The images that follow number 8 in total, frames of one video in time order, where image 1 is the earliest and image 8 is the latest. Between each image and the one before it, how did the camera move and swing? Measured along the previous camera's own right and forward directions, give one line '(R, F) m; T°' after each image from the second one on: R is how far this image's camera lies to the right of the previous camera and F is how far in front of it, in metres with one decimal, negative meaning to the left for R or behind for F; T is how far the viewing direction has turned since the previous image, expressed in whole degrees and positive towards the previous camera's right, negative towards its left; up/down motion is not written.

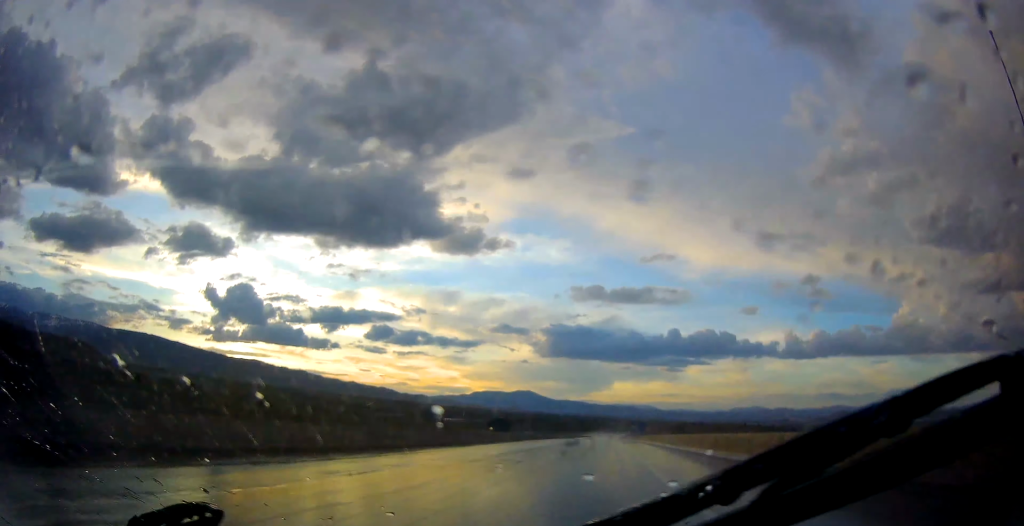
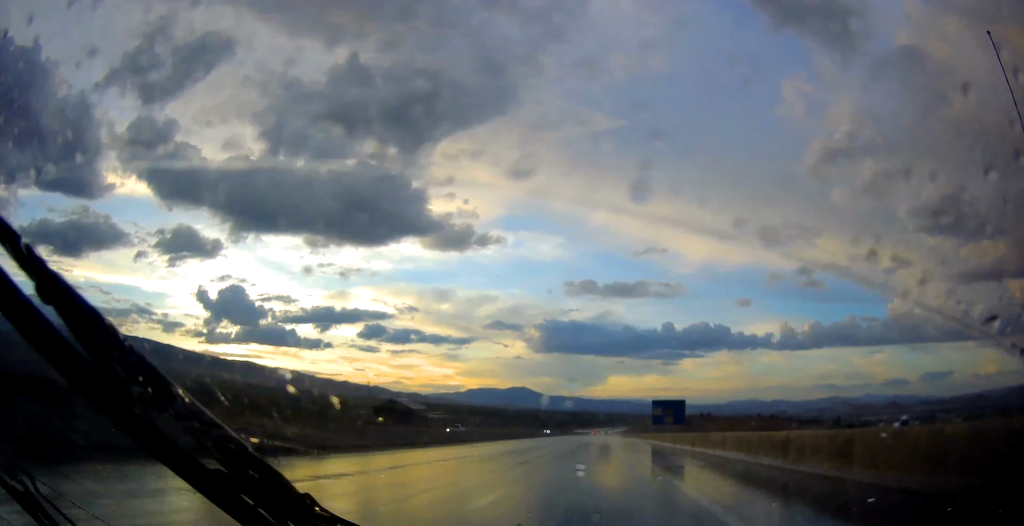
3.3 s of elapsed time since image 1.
(-1.5, +97.7) m; -1°
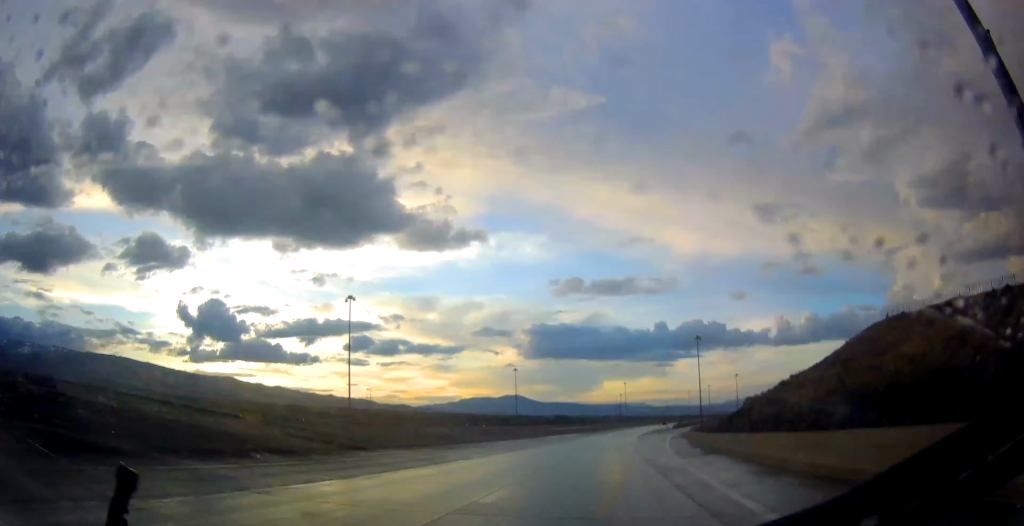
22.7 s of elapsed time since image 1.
(+9.0, +572.4) m; +8°
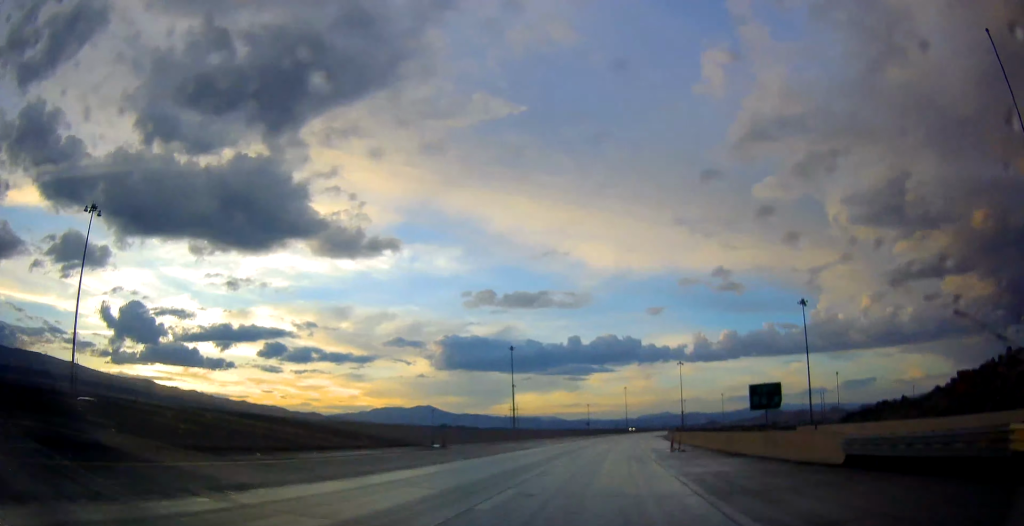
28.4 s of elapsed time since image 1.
(+9.7, +169.1) m; +8°
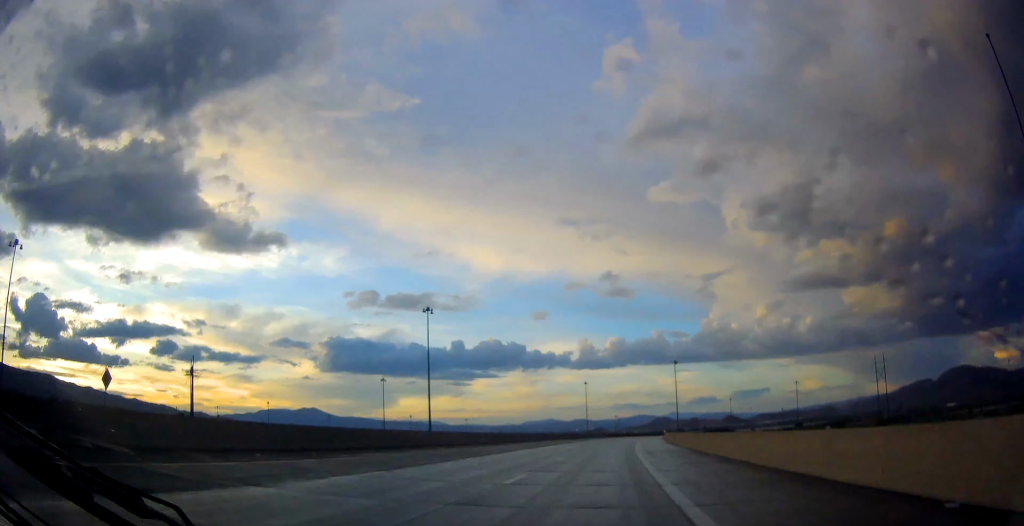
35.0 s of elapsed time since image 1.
(+16.7, +200.4) m; +10°
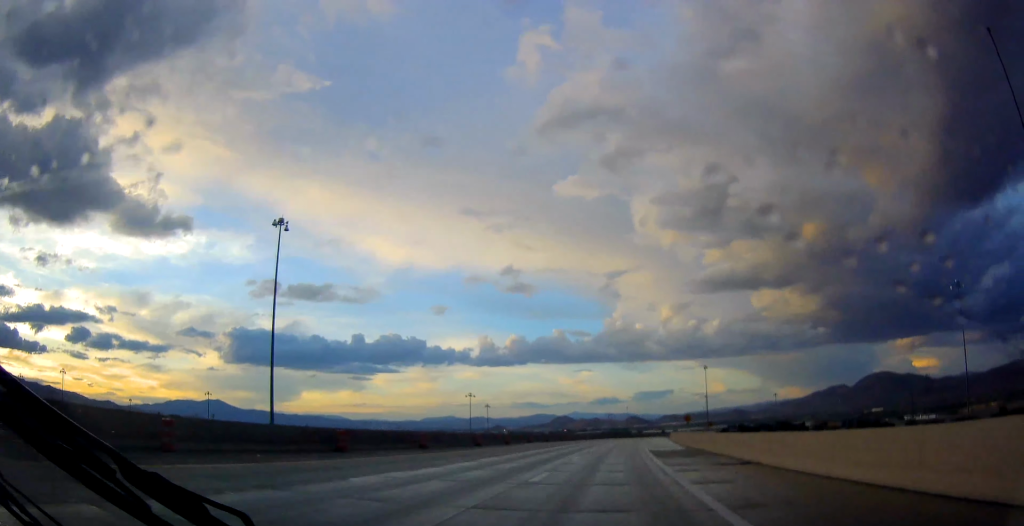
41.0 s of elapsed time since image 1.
(+12.5, +182.4) m; +8°
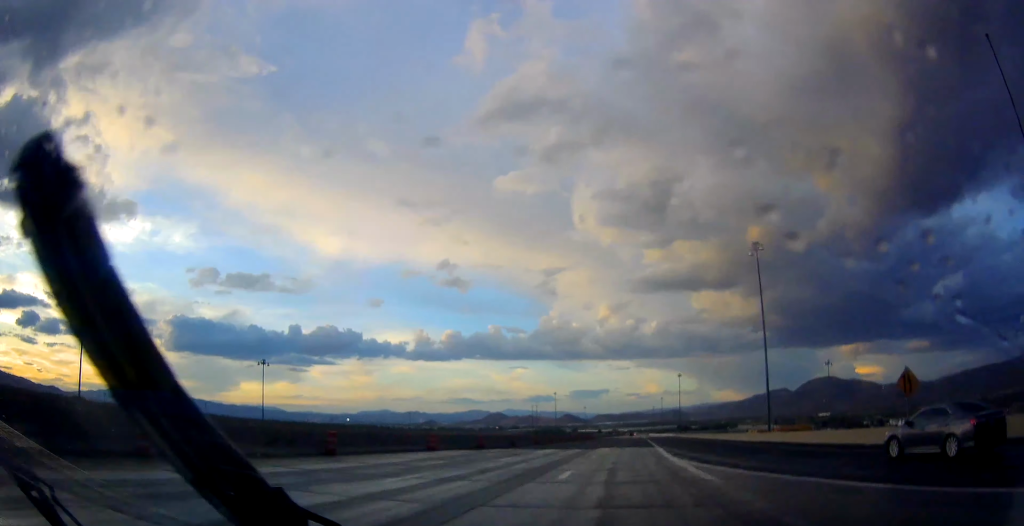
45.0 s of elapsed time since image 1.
(+8.7, +122.9) m; +2°
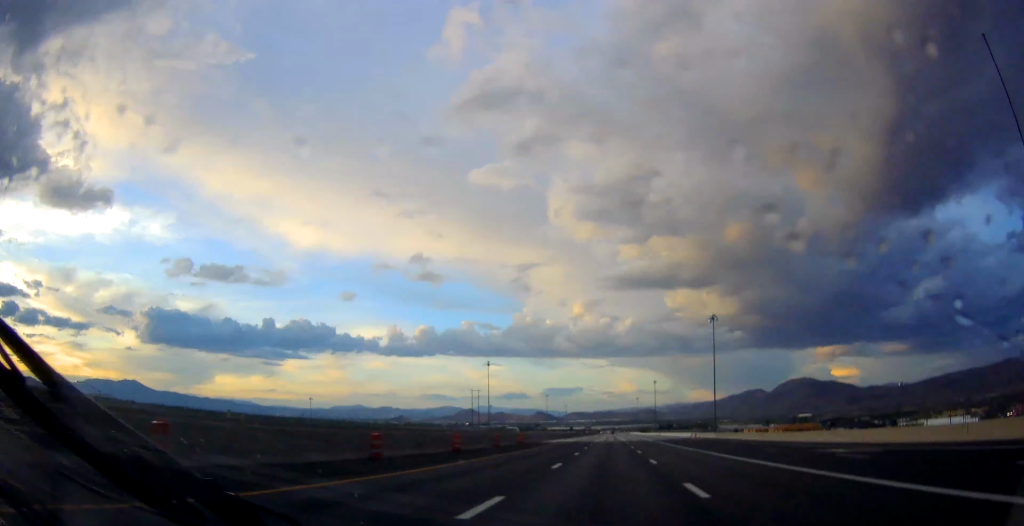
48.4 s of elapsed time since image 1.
(+3.7, +102.6) m; +2°
